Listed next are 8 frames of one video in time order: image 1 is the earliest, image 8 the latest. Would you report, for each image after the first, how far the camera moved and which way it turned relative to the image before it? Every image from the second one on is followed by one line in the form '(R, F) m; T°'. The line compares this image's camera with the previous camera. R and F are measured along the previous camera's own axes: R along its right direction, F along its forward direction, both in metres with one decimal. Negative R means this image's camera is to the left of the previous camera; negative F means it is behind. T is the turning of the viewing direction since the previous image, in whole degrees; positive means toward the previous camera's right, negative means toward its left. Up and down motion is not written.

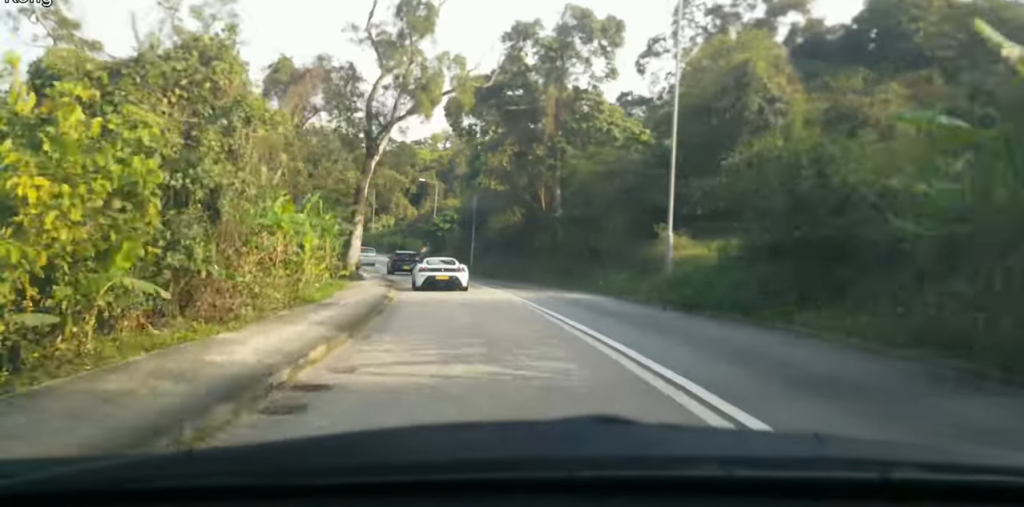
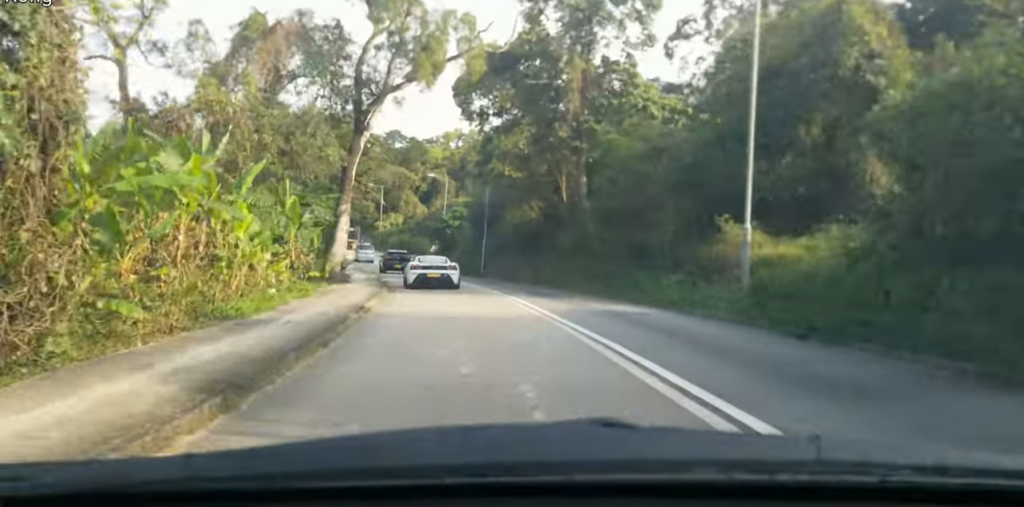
(-0.2, +6.4) m; -2°
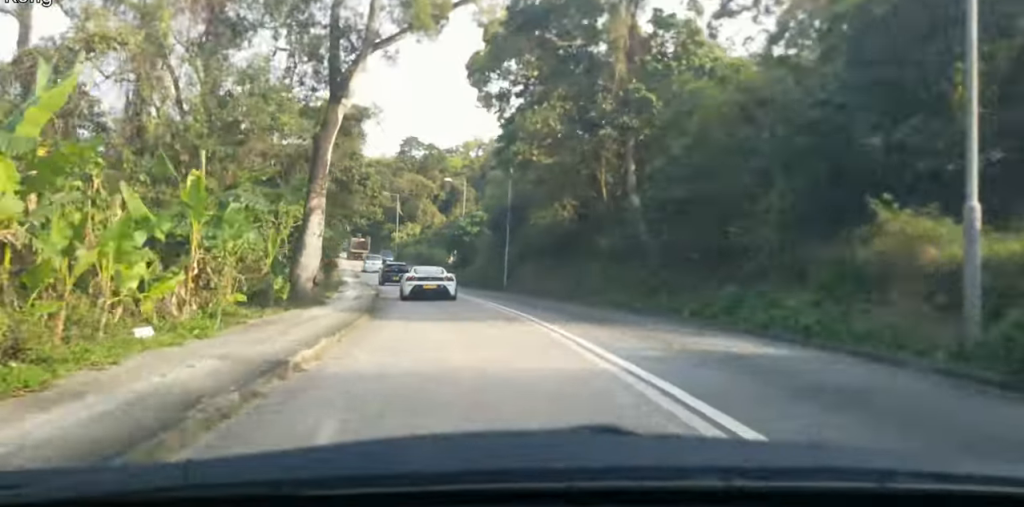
(-0.1, +7.7) m; -1°
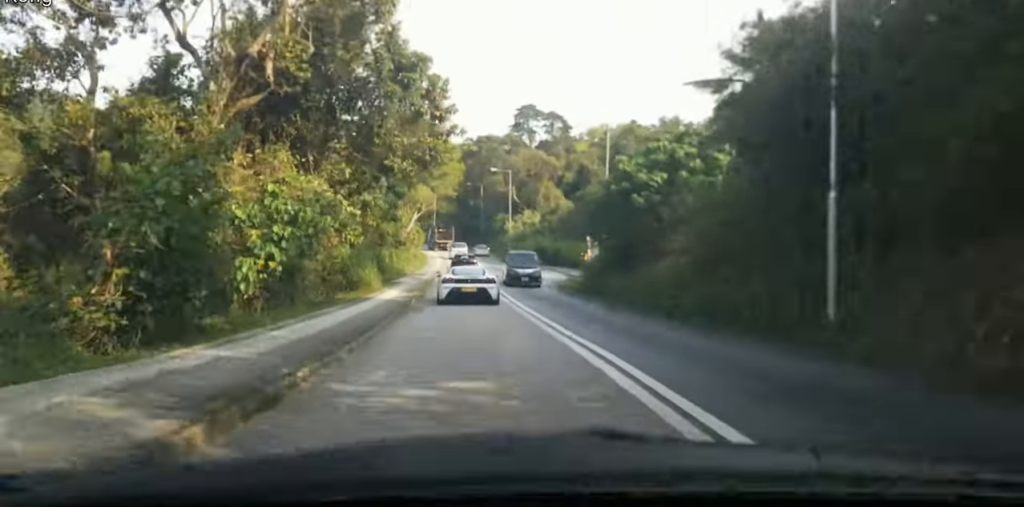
(-1.1, +33.0) m; -7°
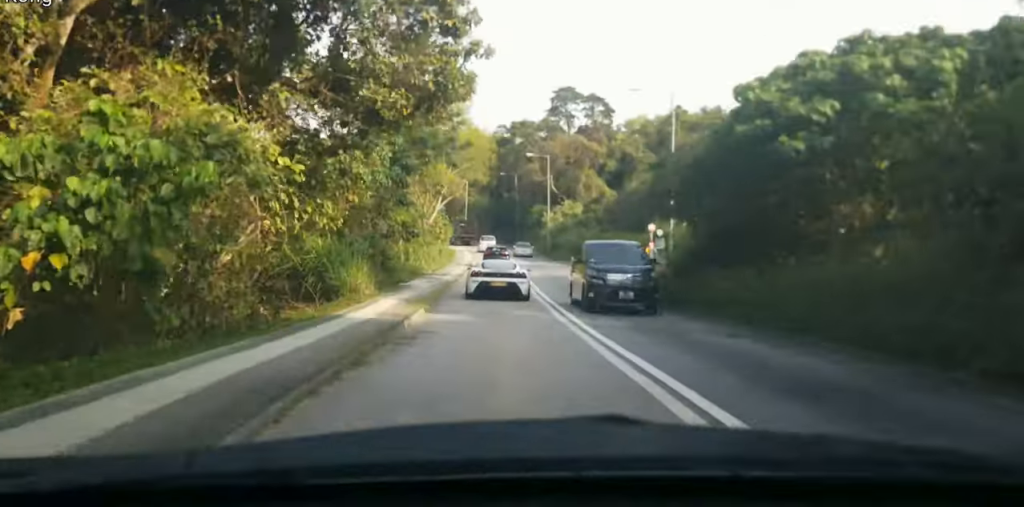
(-0.4, +10.2) m; -3°
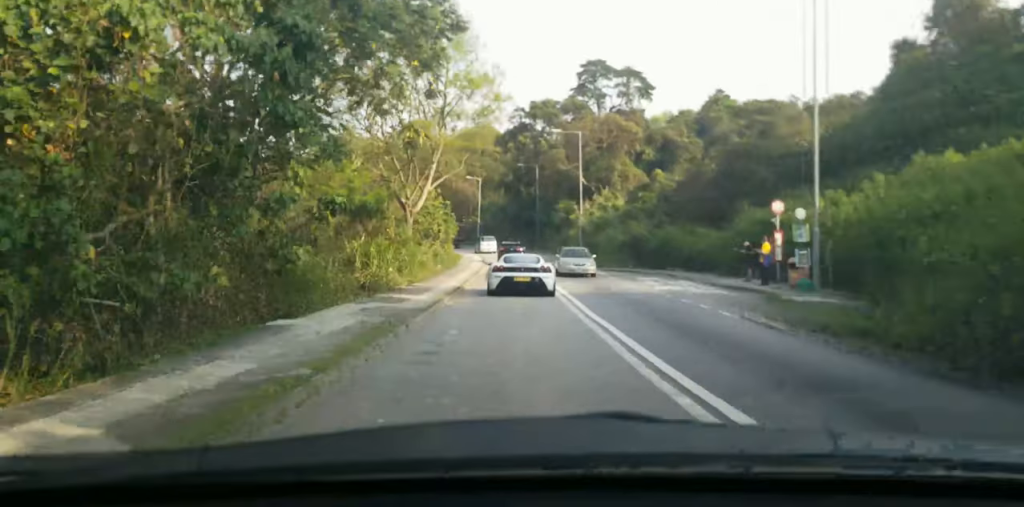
(-0.3, +17.9) m; -2°
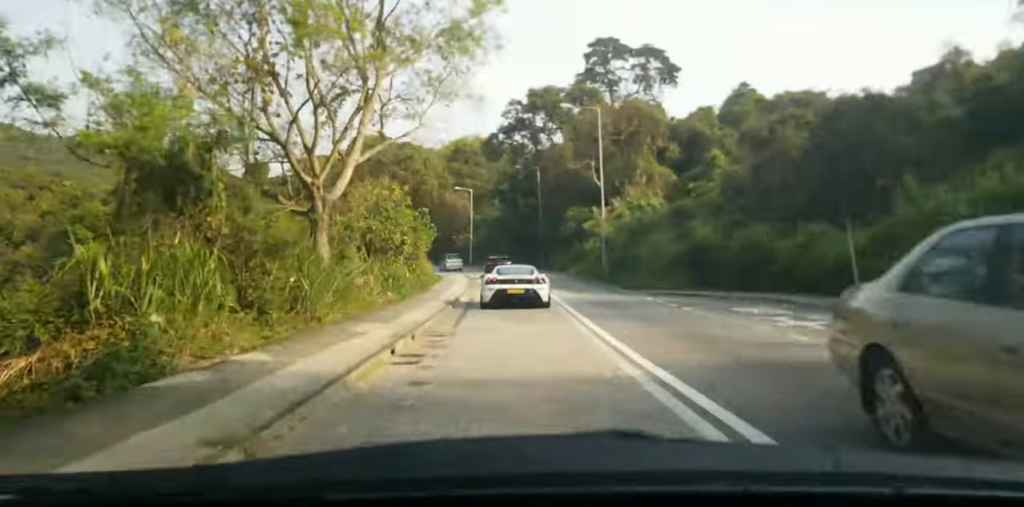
(-0.6, +16.4) m; -1°
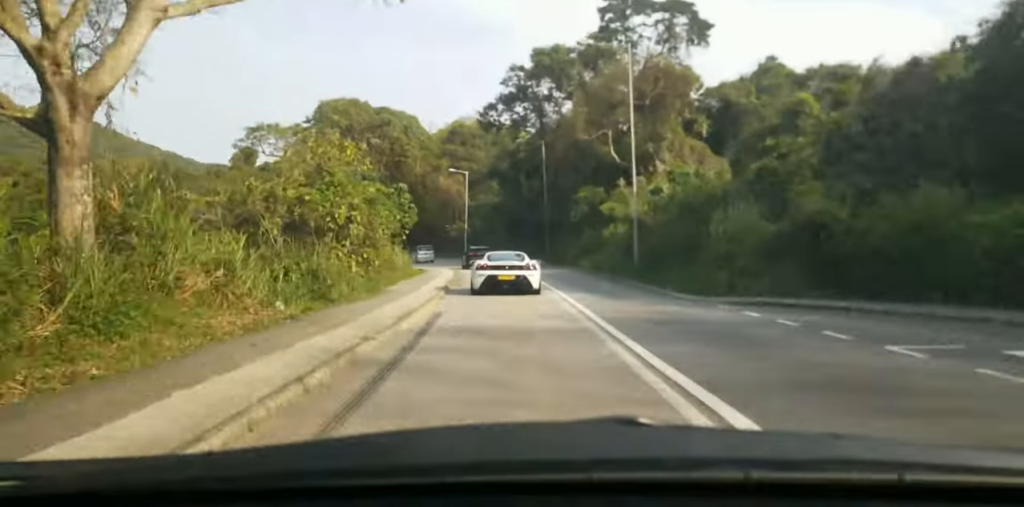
(+0.5, +11.3) m; +3°
